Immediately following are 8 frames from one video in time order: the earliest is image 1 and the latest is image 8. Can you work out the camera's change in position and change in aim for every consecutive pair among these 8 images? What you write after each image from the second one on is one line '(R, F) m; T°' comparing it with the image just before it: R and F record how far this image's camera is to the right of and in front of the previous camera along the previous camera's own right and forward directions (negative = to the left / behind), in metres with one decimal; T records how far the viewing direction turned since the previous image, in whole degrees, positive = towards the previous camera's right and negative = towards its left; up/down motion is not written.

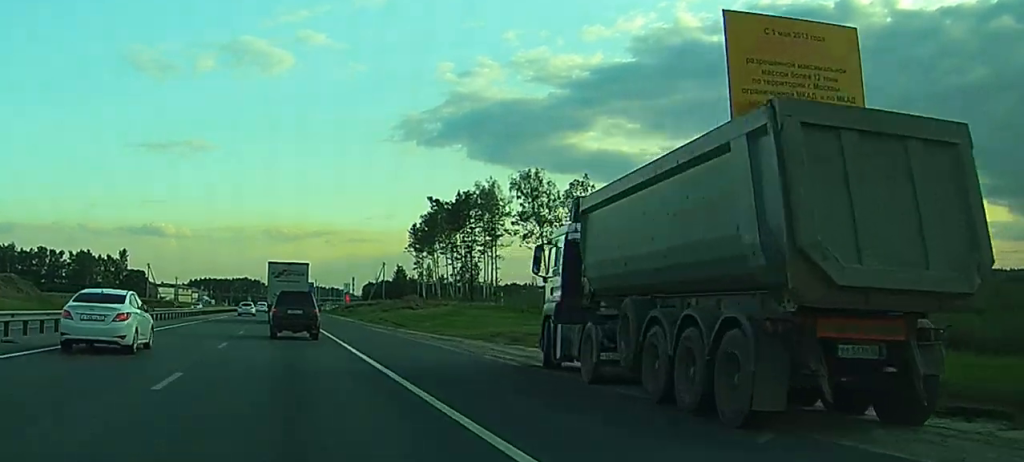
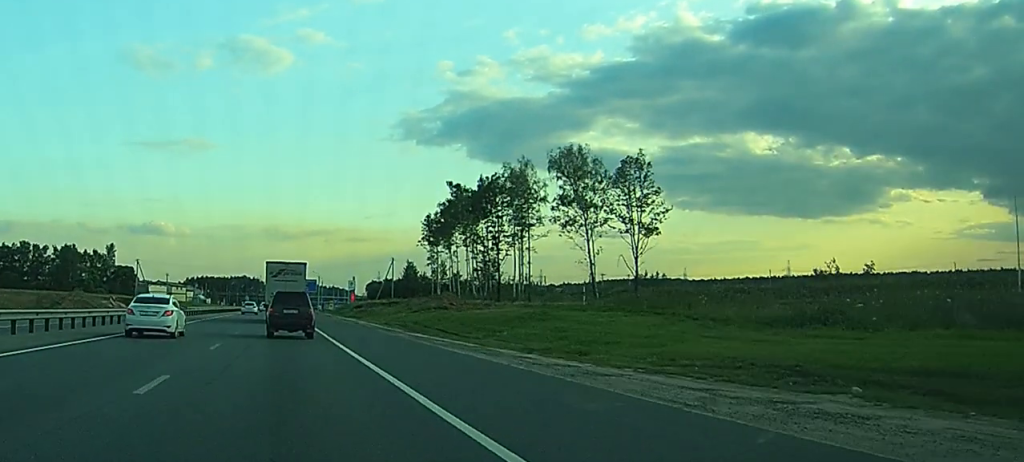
(0.0, +24.9) m; 0°
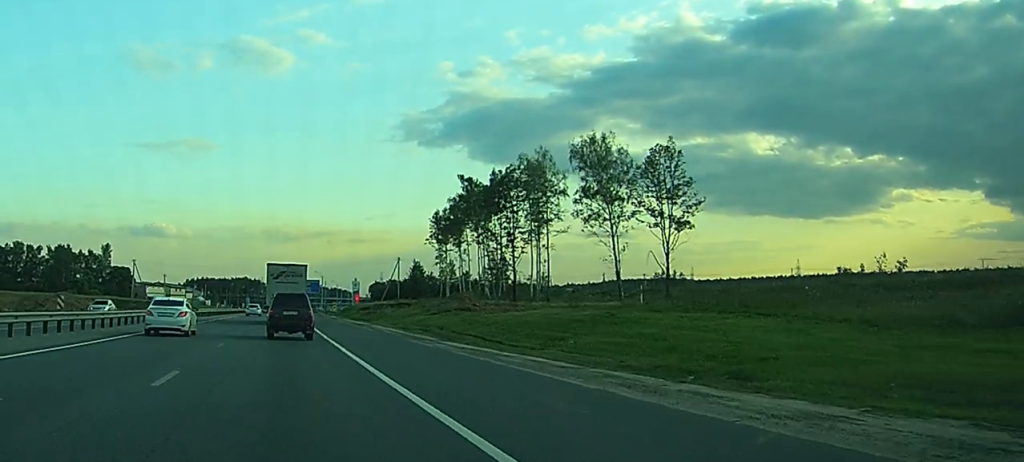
(0.0, +10.3) m; 0°
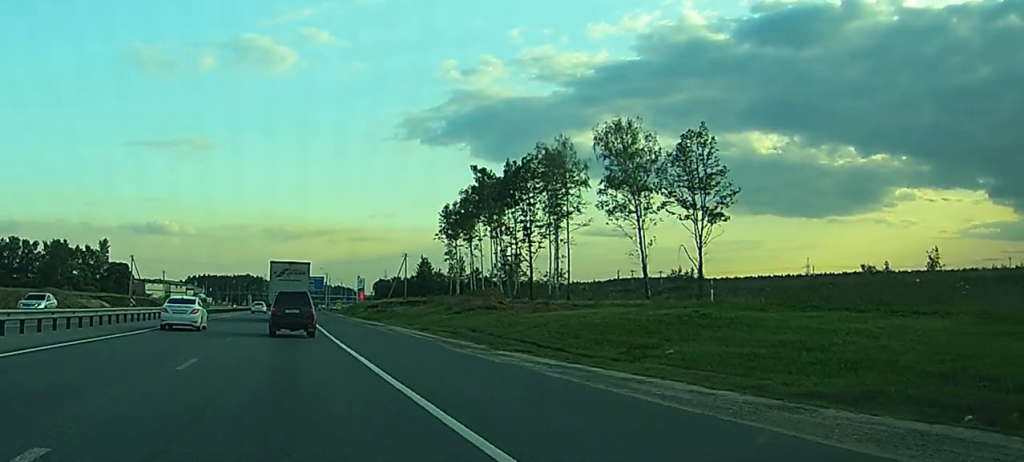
(0.0, +9.0) m; 0°
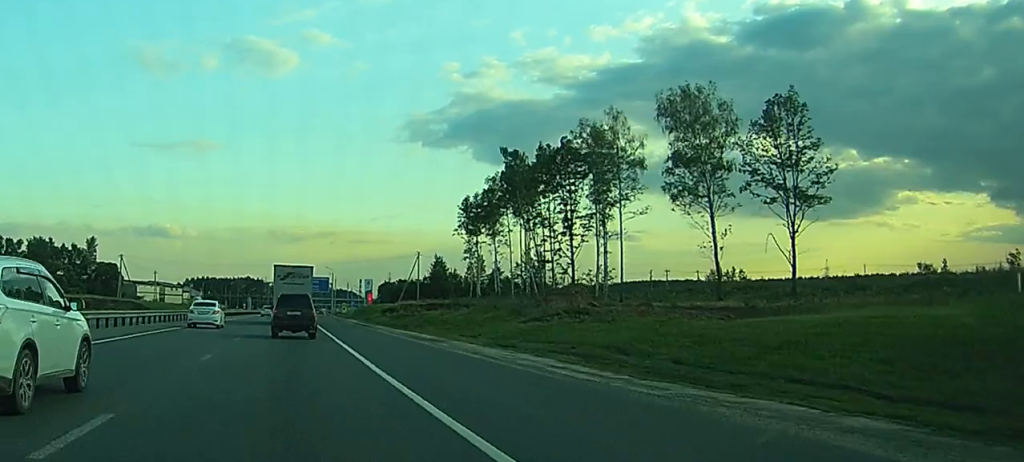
(+0.1, +21.0) m; +1°
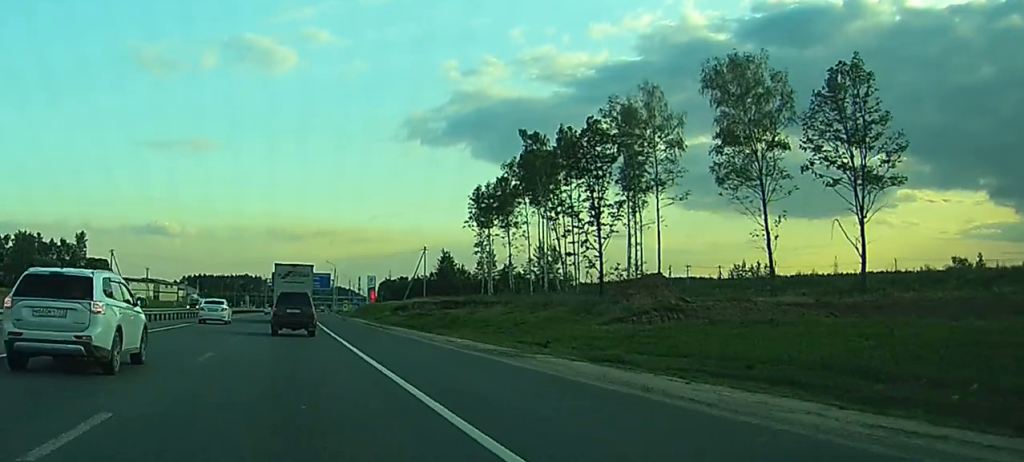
(+0.2, +12.0) m; +1°
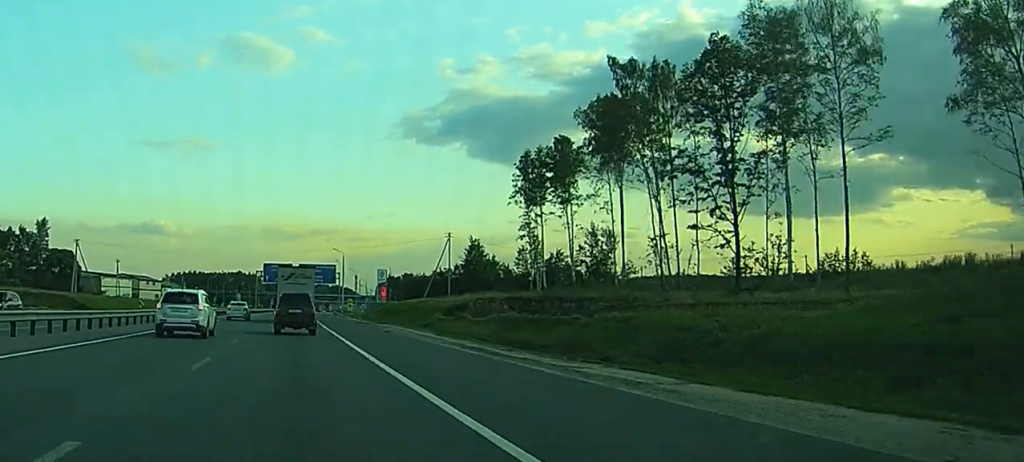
(+0.1, +37.0) m; 0°
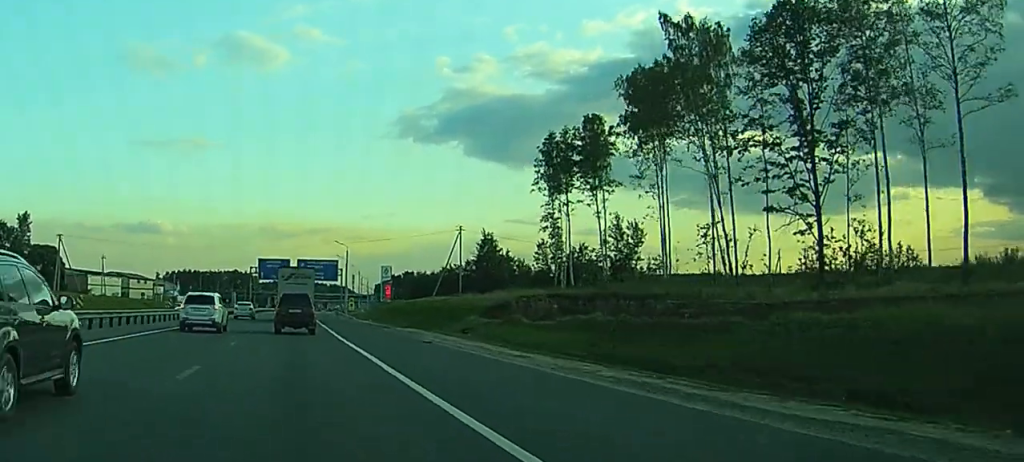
(-0.1, +13.8) m; -1°
